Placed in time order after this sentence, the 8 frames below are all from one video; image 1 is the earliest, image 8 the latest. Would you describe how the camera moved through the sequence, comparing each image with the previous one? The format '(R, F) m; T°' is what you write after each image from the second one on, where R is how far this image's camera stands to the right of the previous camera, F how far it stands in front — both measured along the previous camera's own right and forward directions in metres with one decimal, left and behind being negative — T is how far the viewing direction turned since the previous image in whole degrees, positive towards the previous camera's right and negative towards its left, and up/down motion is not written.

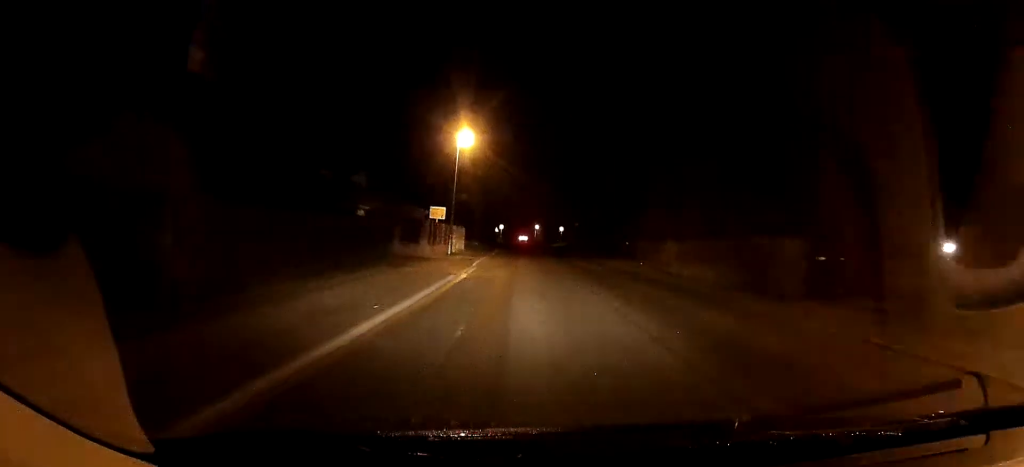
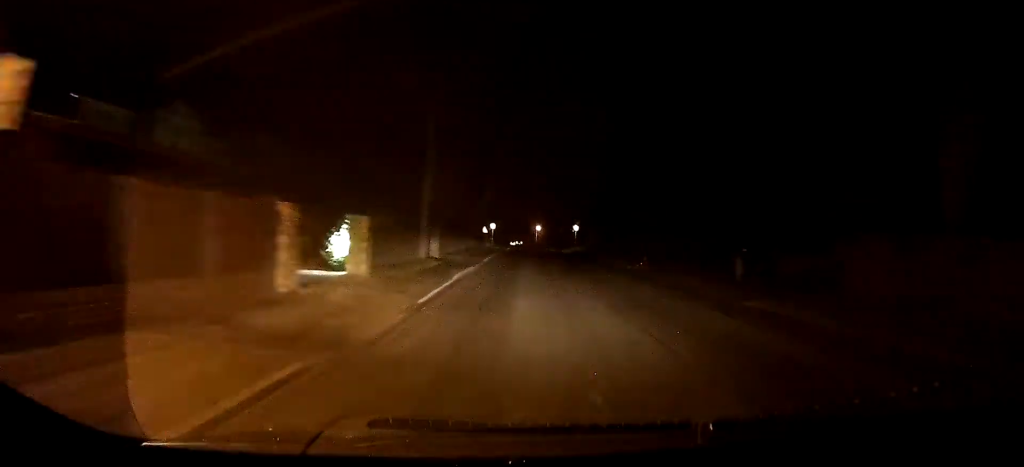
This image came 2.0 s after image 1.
(0.0, +27.2) m; 0°
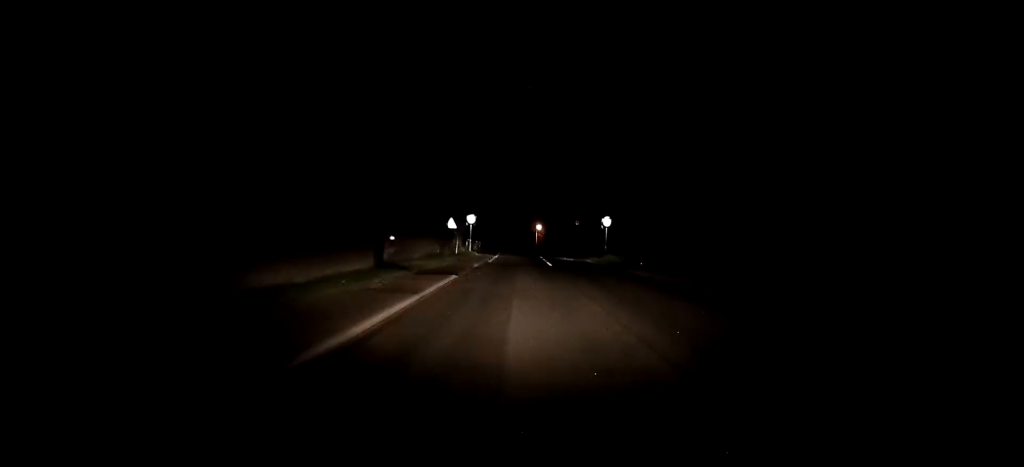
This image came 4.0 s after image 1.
(0.0, +27.6) m; +1°
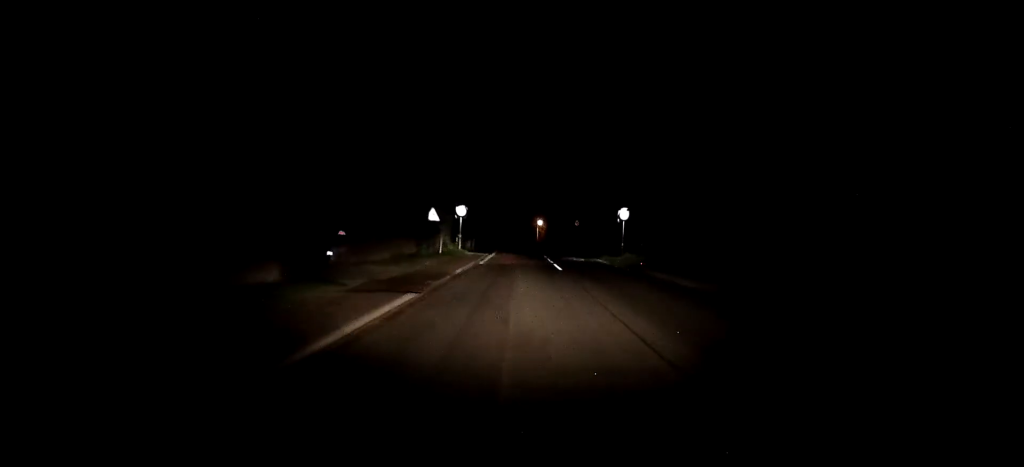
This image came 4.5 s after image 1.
(0.0, +7.4) m; 0°
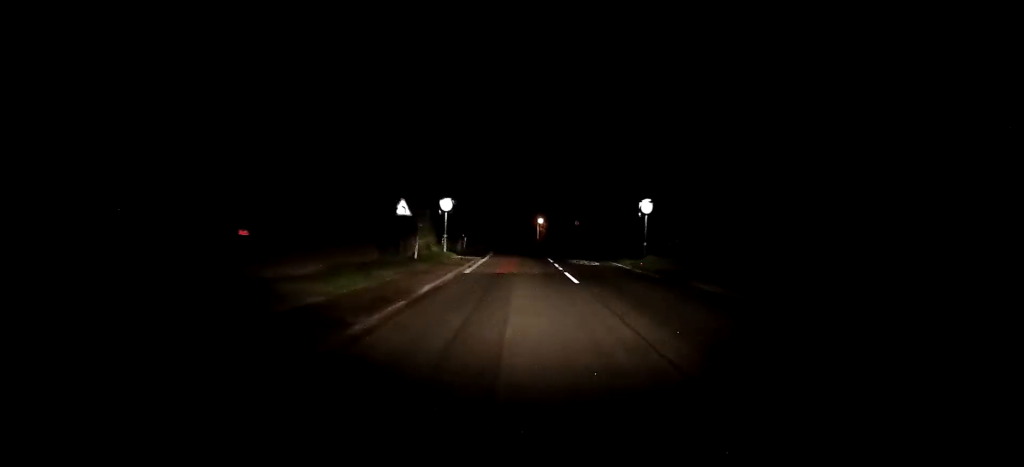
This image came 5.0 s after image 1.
(0.0, +6.9) m; 0°
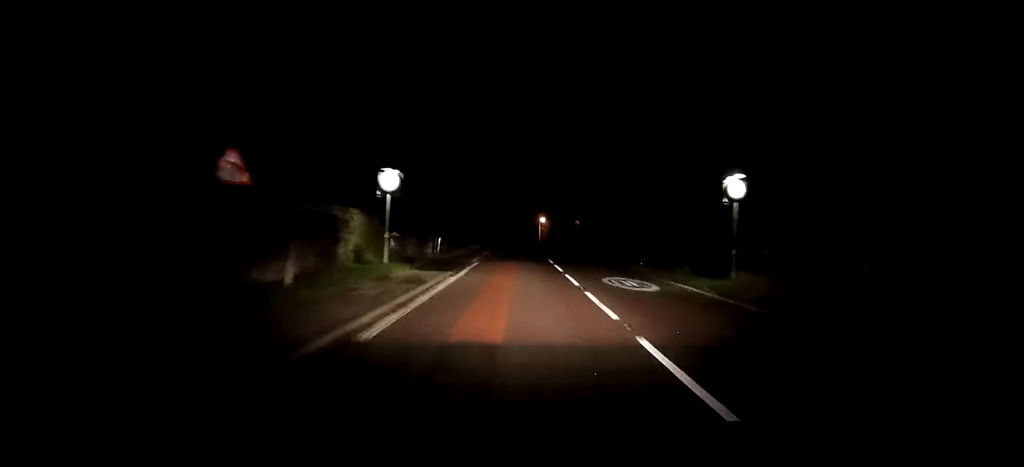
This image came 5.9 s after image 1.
(+0.1, +12.8) m; 0°
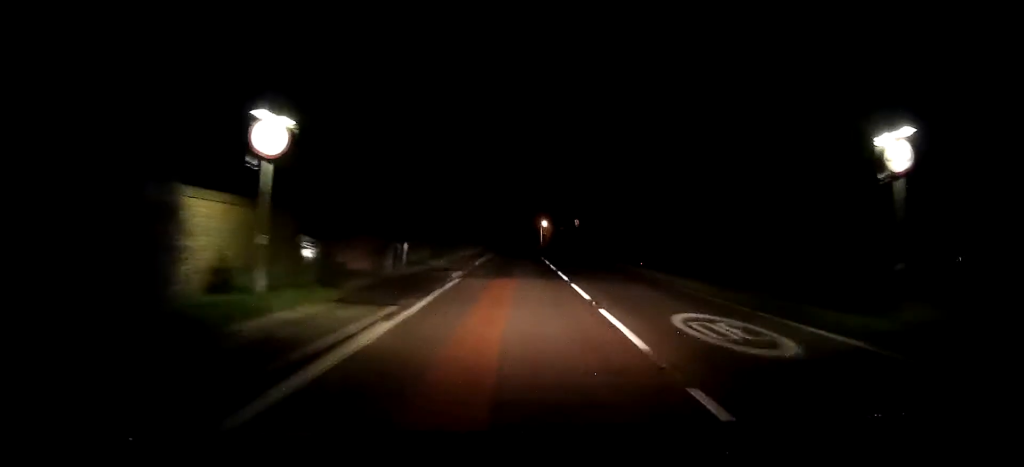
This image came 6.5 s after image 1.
(+0.1, +8.2) m; -1°
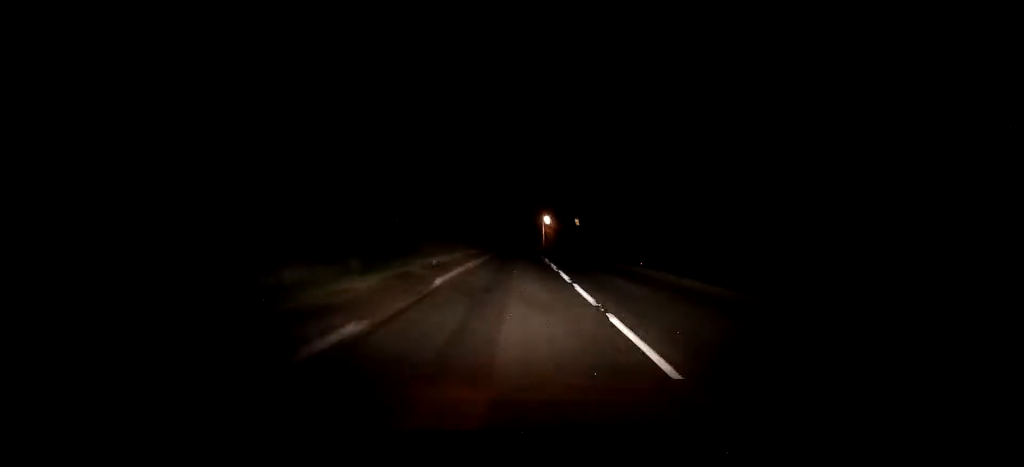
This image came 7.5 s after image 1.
(-0.3, +12.9) m; -1°
